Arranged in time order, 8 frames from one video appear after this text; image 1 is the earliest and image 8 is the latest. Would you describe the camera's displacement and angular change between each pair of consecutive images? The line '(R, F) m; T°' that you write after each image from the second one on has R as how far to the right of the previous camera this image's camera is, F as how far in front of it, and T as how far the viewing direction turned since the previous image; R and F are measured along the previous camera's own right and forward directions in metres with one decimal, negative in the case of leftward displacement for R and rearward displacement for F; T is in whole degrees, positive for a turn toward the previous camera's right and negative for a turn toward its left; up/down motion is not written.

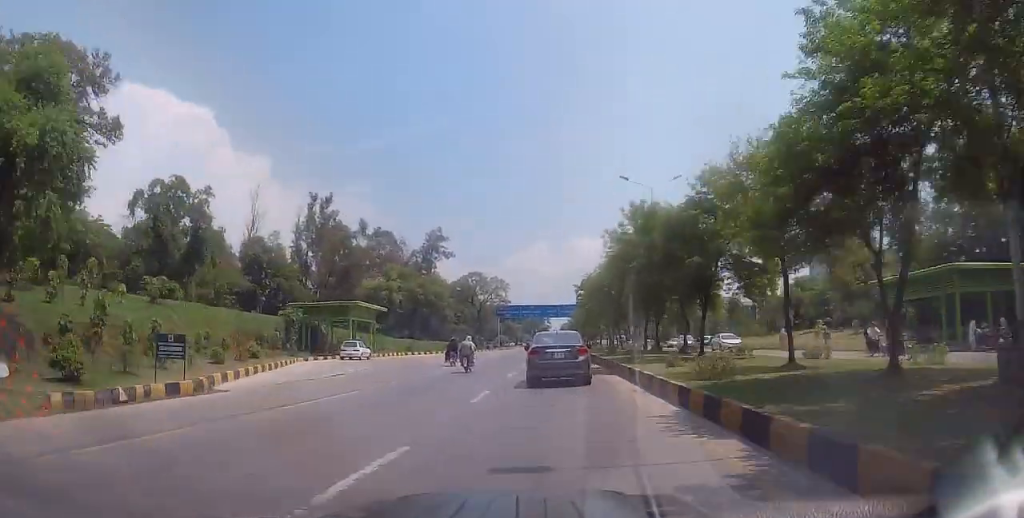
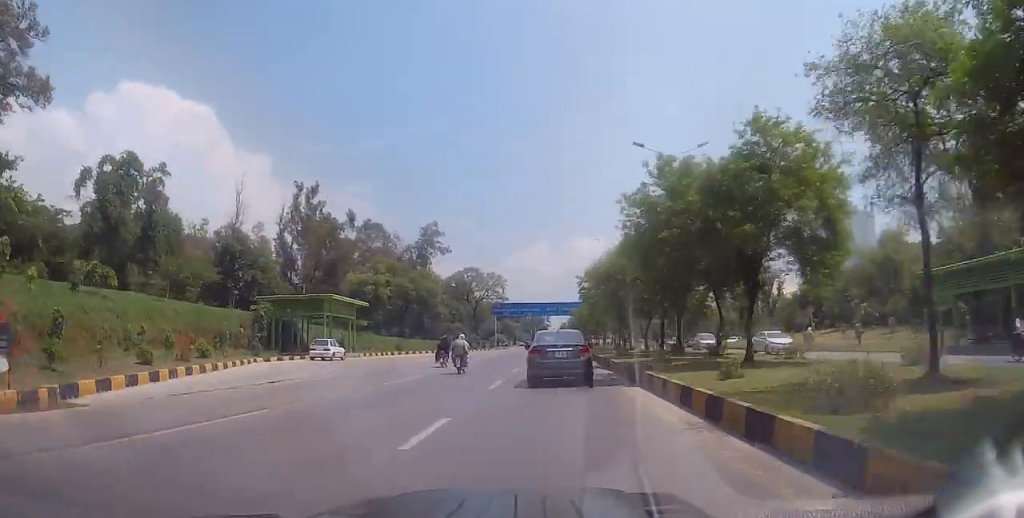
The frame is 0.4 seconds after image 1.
(-0.1, +5.7) m; 0°
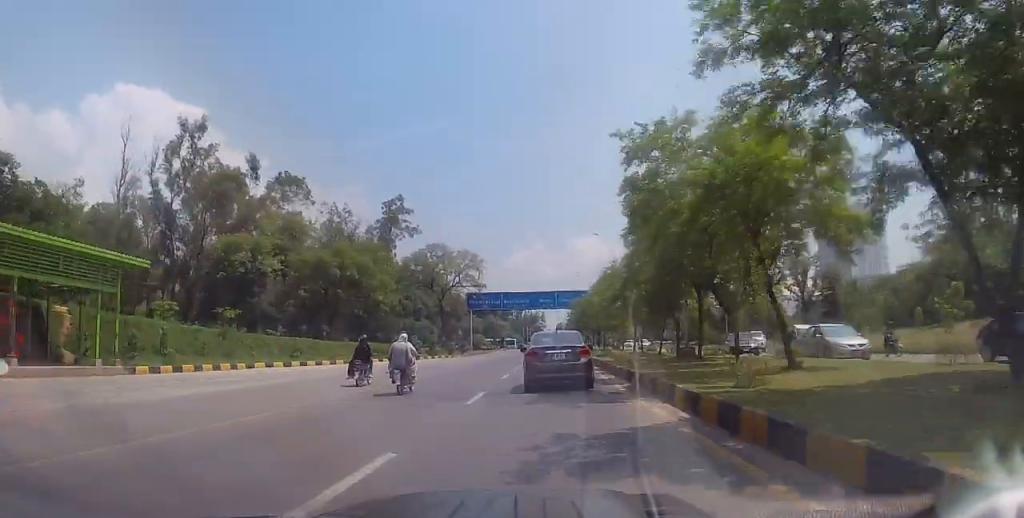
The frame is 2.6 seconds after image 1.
(-0.1, +30.1) m; 0°
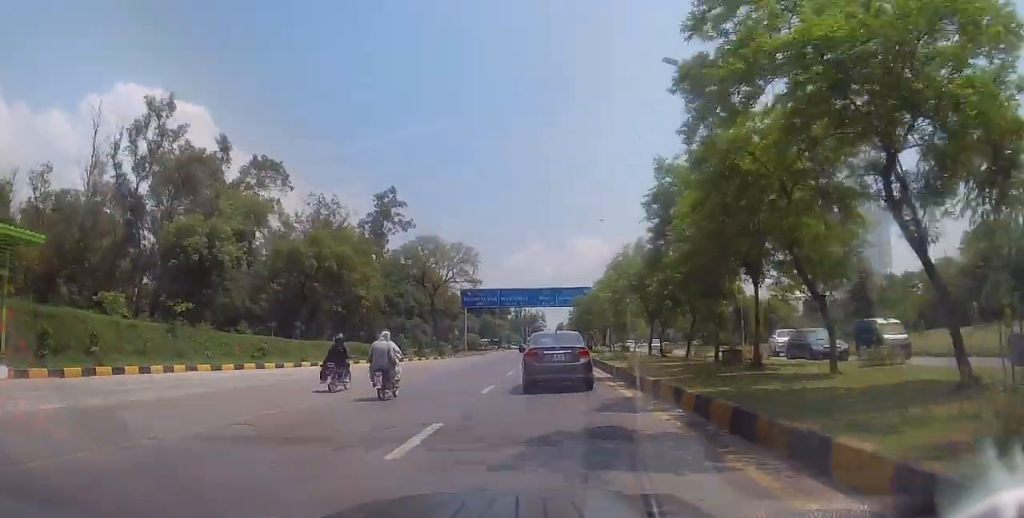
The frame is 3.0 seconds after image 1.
(+0.1, +6.2) m; 0°
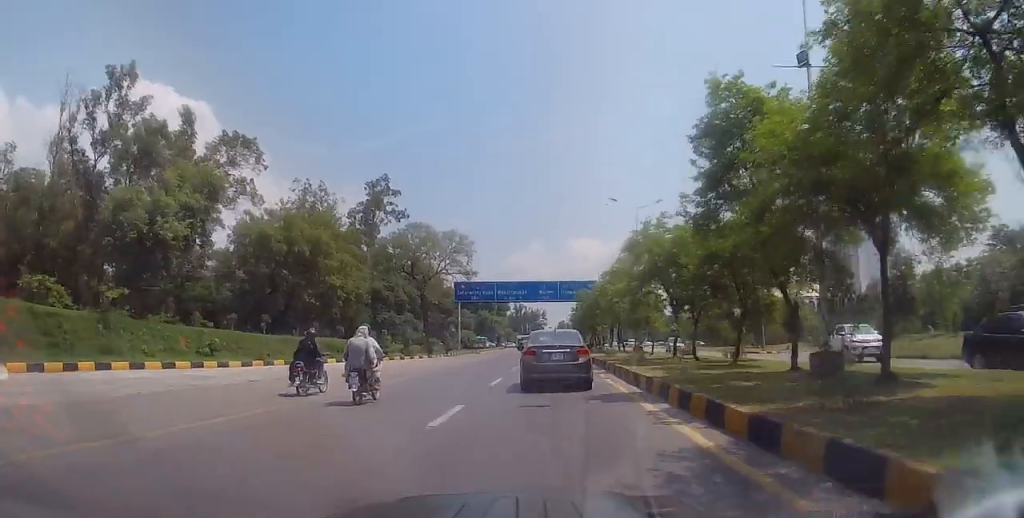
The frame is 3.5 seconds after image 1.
(-0.1, +6.5) m; -1°
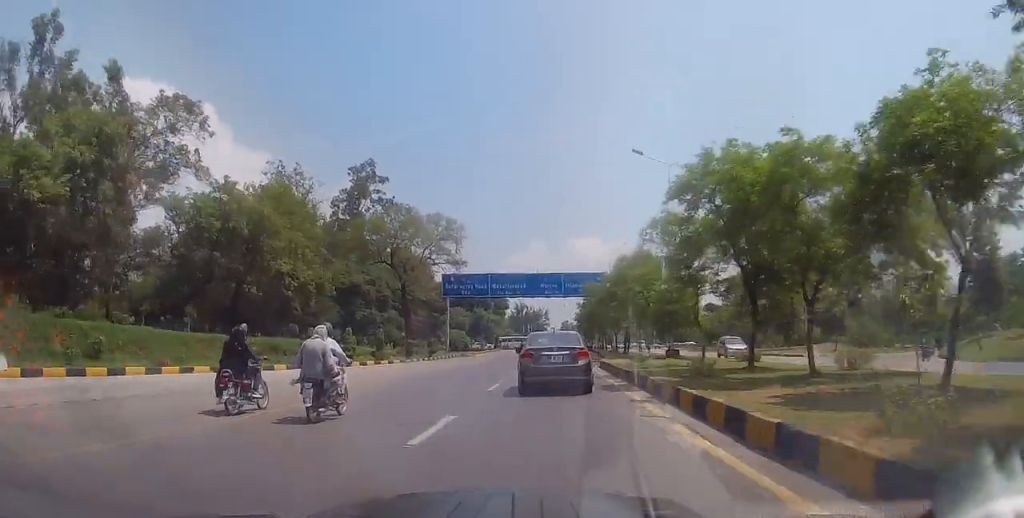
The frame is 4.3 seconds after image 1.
(-0.1, +10.4) m; -1°
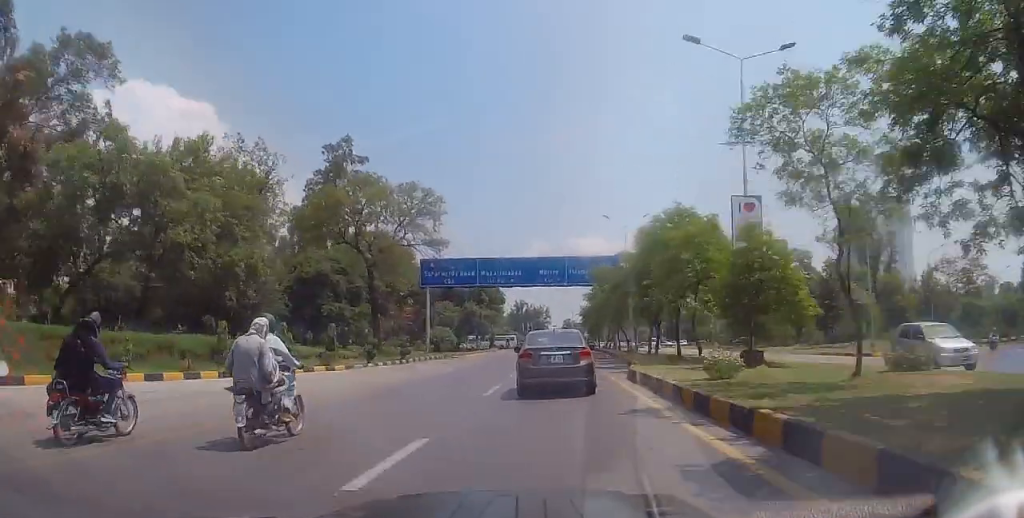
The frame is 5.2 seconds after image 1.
(0.0, +11.7) m; +1°
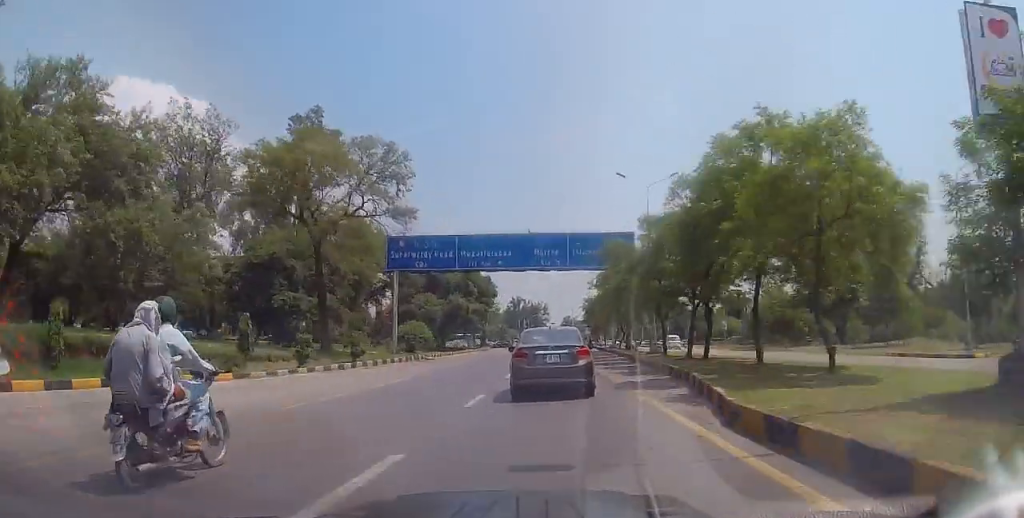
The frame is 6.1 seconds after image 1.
(+0.3, +11.5) m; +1°
